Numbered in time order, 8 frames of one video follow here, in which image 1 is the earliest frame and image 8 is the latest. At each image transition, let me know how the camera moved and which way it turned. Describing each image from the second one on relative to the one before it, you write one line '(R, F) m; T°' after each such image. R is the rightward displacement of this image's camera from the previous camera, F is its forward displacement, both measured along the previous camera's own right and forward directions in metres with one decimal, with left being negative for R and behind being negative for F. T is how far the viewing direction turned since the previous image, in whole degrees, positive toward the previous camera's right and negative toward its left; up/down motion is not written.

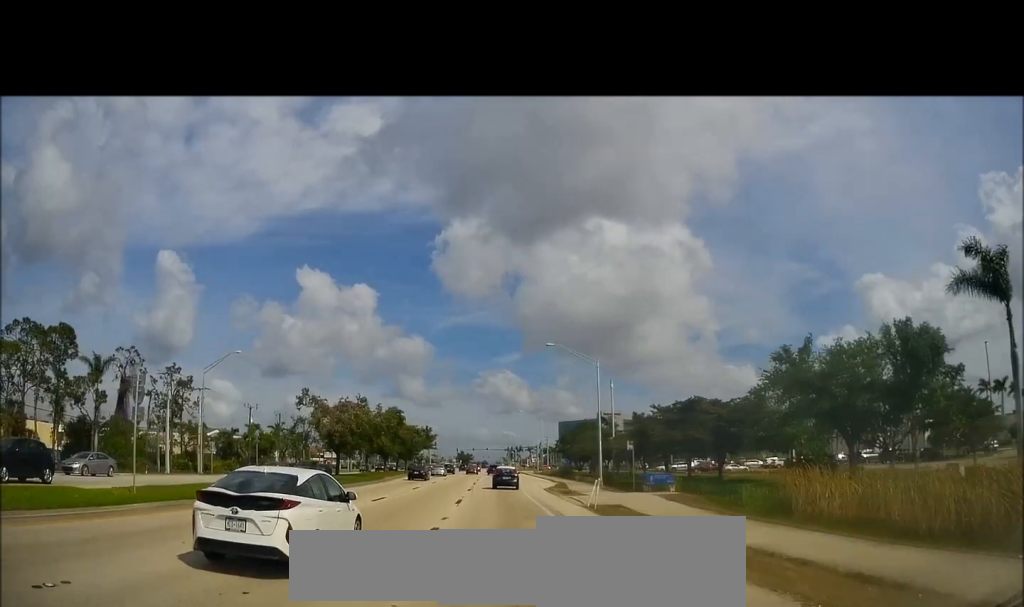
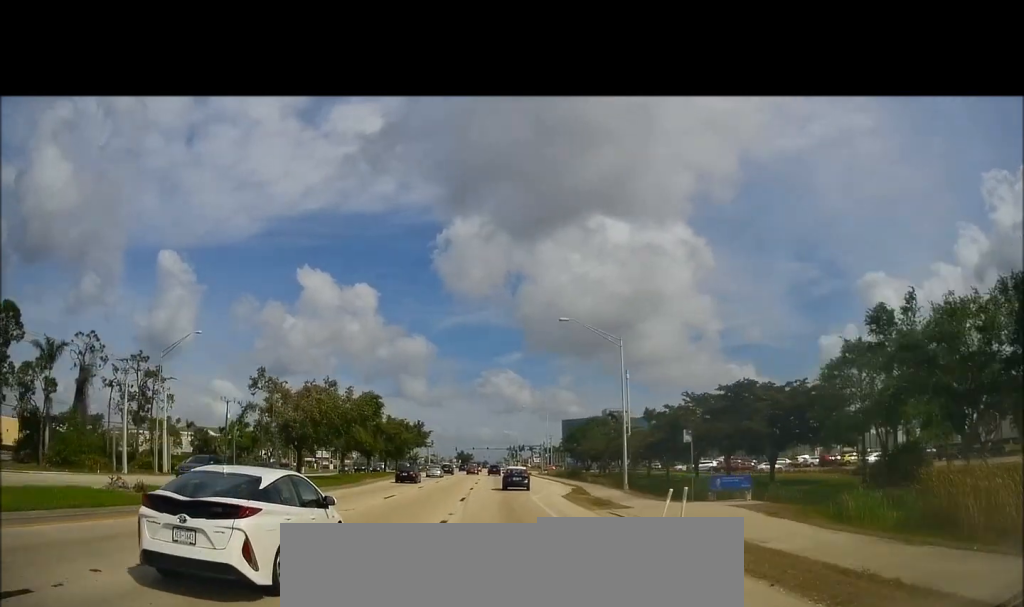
(+0.1, +10.6) m; 0°
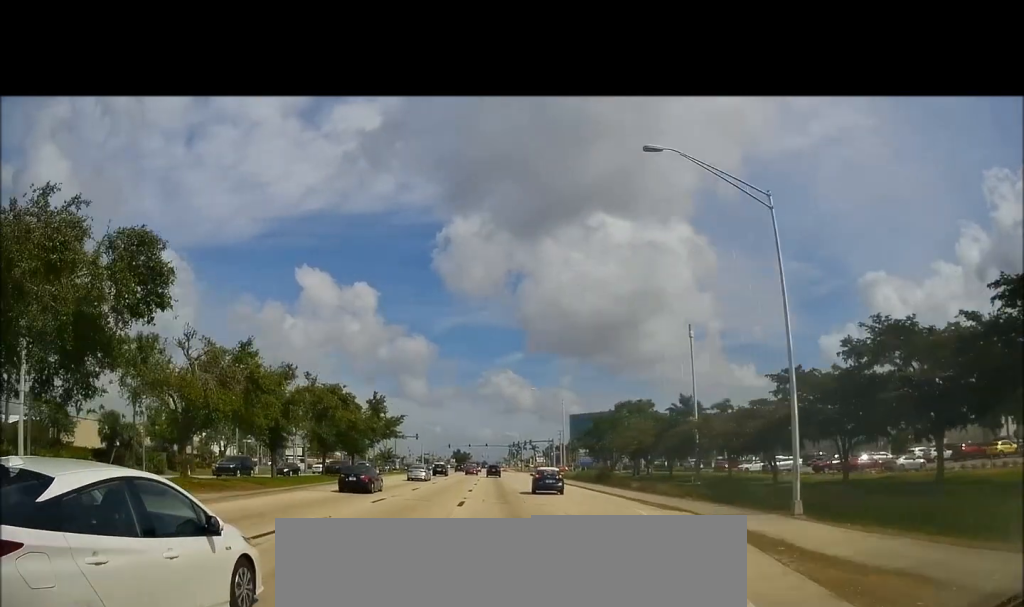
(0.0, +28.4) m; +1°
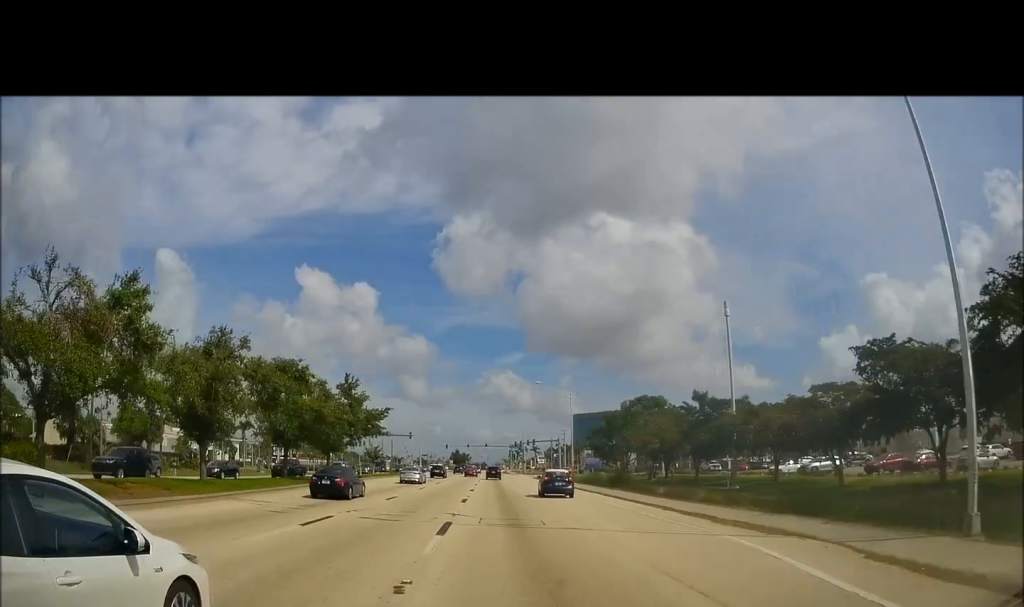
(0.0, +9.2) m; +1°
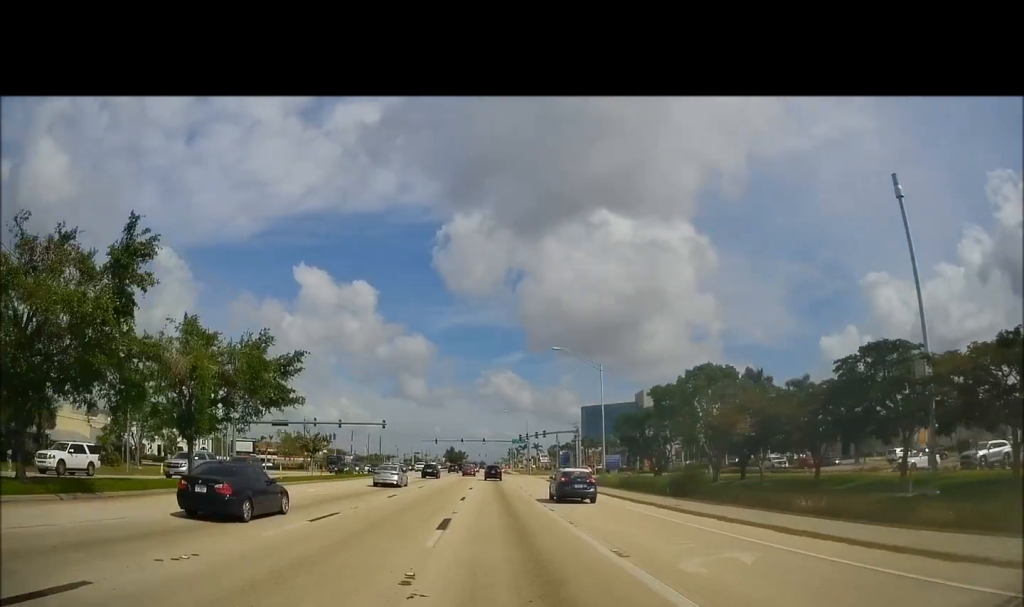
(+0.5, +23.9) m; +1°
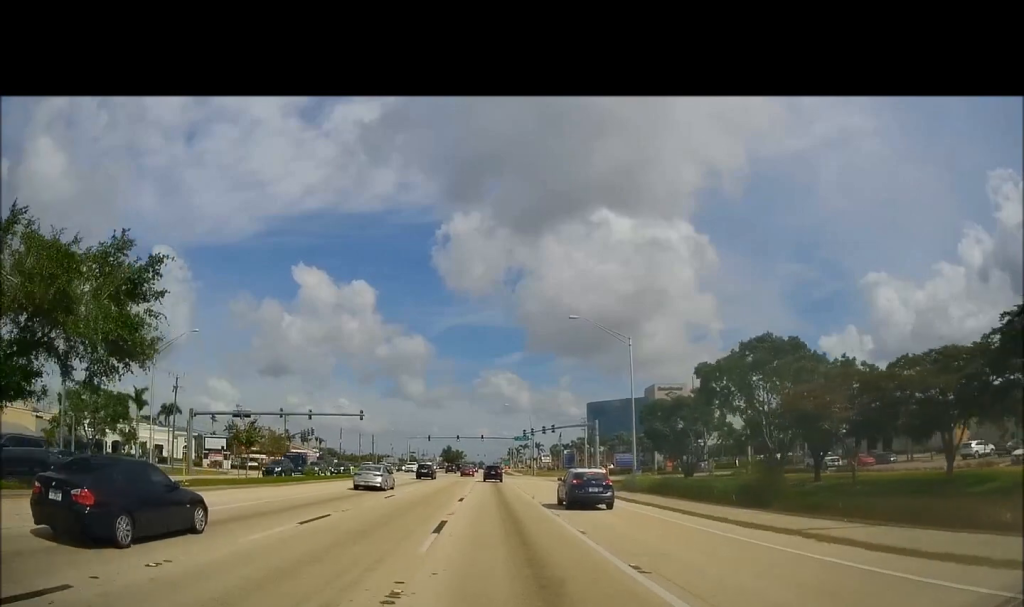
(+0.1, +12.8) m; -1°
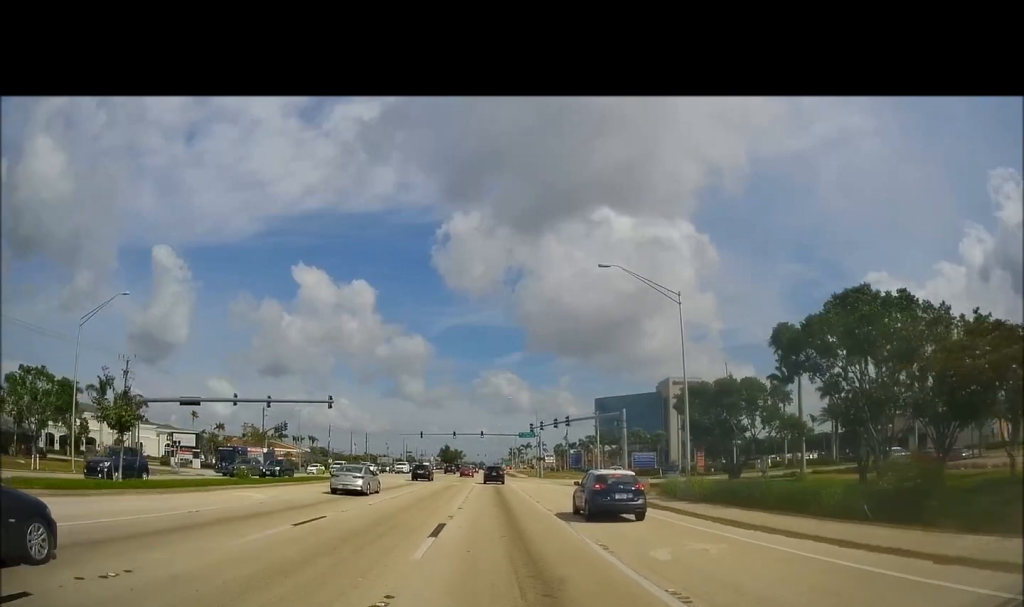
(-0.3, +12.4) m; -1°
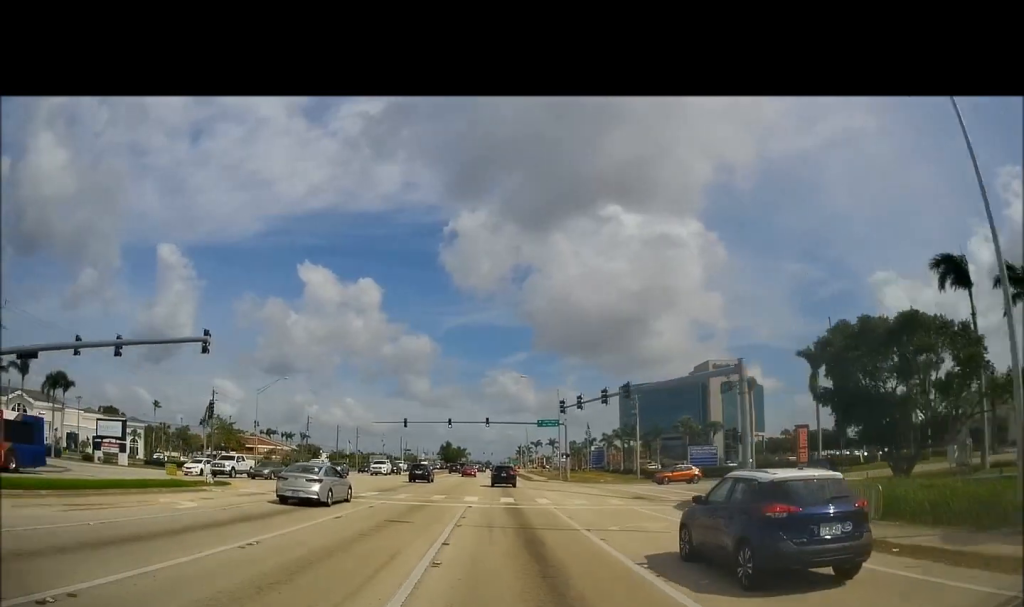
(-0.3, +23.9) m; -2°
